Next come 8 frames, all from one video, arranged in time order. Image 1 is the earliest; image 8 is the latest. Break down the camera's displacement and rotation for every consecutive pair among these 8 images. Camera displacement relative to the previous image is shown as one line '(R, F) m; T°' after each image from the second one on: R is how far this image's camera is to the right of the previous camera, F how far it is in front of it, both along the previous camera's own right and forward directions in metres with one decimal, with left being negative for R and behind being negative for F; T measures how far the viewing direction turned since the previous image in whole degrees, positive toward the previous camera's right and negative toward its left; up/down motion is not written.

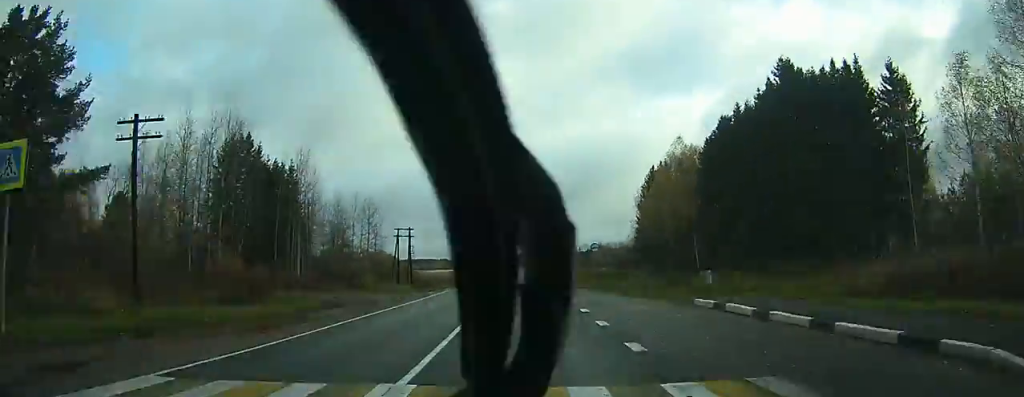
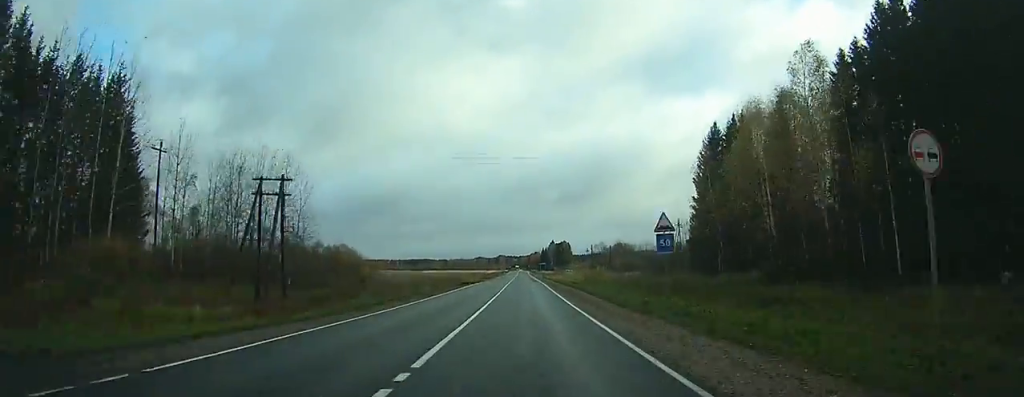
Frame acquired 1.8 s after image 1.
(-0.1, +37.4) m; 0°
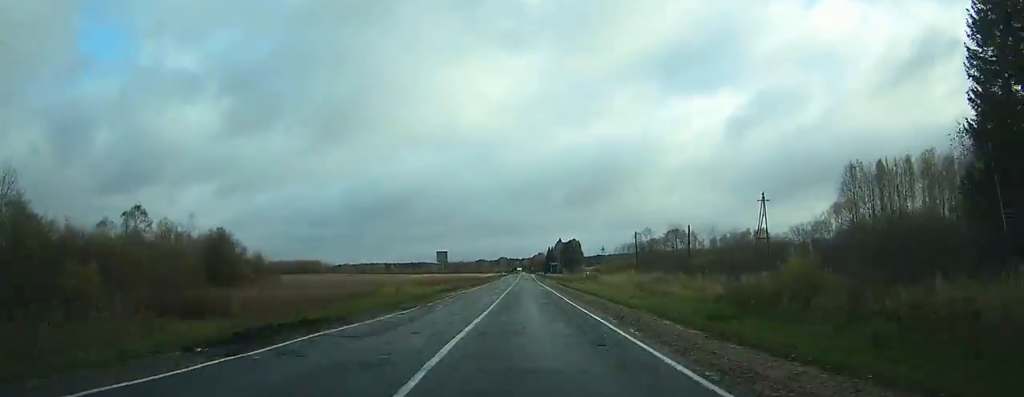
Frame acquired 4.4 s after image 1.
(-0.3, +52.7) m; 0°
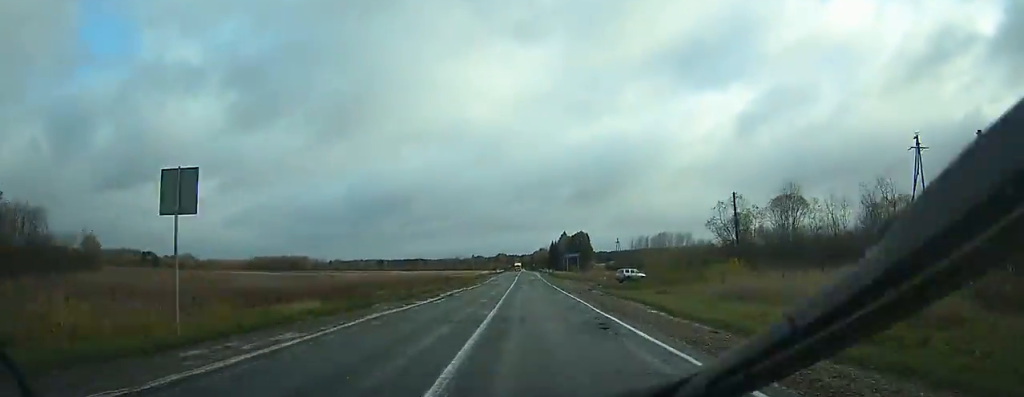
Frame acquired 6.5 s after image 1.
(-0.1, +43.1) m; 0°
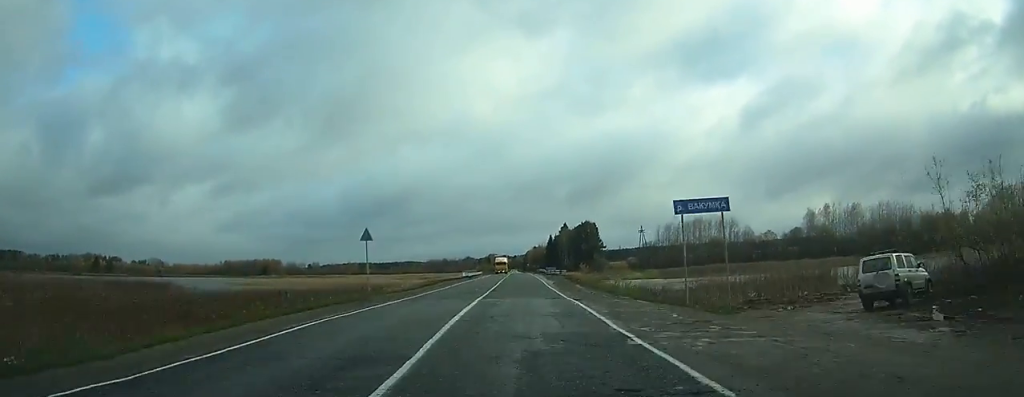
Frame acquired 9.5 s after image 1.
(+0.5, +65.7) m; +1°
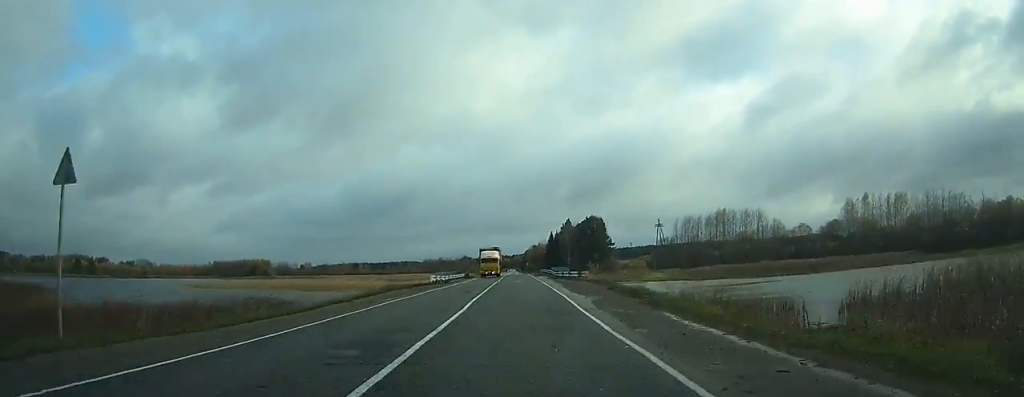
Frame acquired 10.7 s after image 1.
(+0.1, +25.5) m; 0°
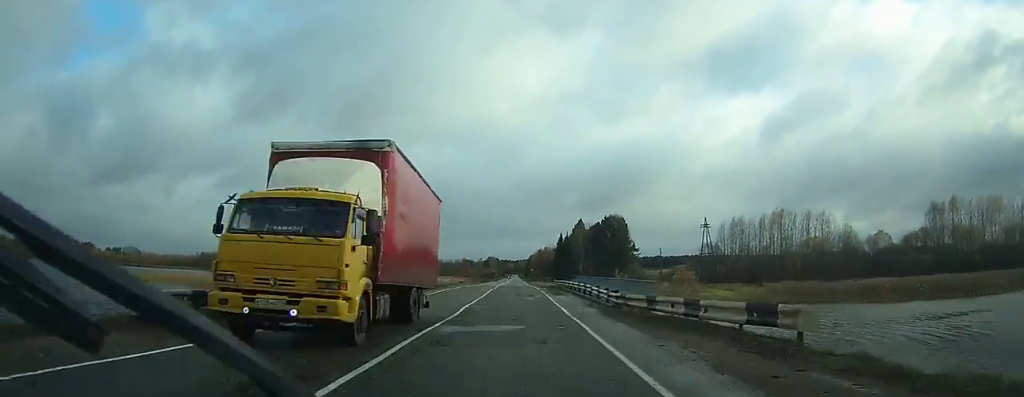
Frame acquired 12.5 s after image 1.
(0.0, +37.5) m; 0°
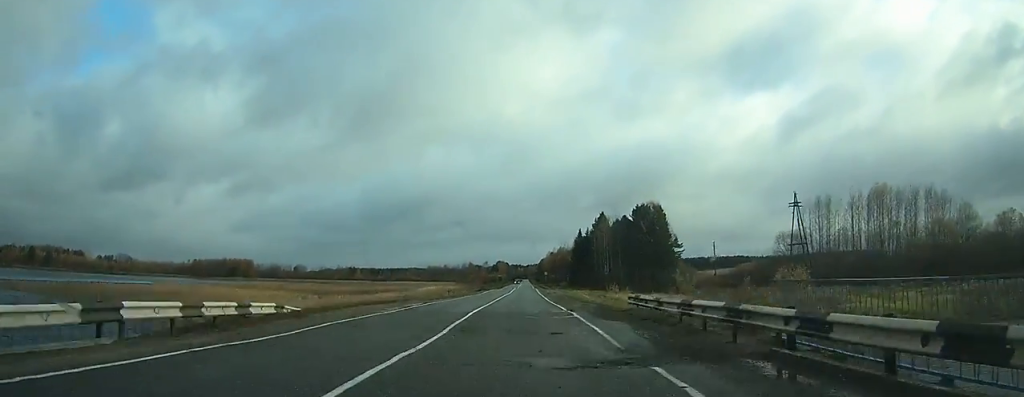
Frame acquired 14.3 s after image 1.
(-0.1, +37.8) m; -1°
